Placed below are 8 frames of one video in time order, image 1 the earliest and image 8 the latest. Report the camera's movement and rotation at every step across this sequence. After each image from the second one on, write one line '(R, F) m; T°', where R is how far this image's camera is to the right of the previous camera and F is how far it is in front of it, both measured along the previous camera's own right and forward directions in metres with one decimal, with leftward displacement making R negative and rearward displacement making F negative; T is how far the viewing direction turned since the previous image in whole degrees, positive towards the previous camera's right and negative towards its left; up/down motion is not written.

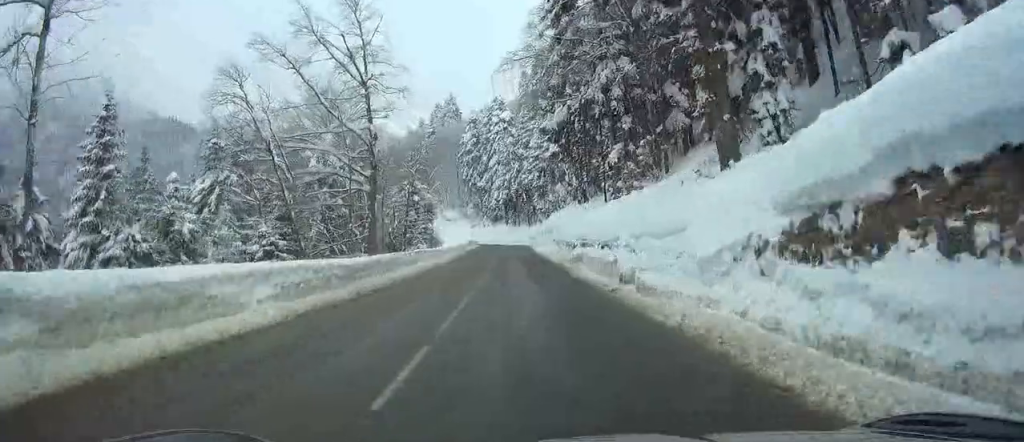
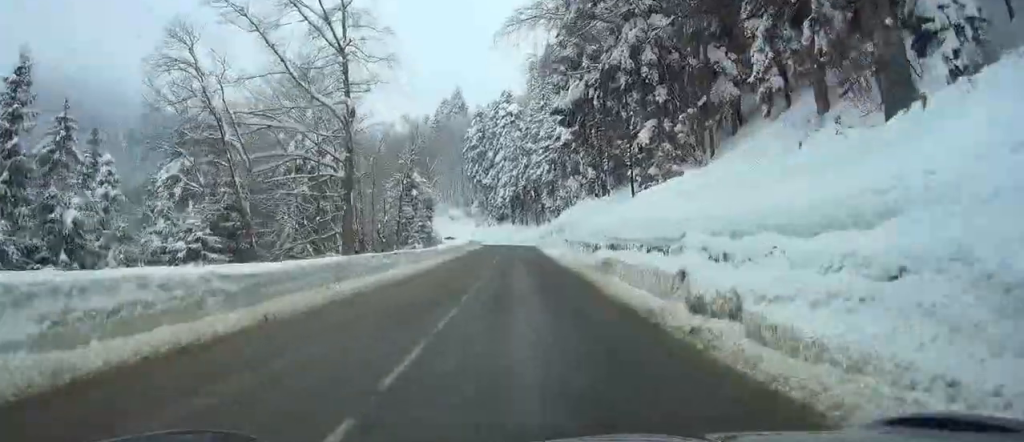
(0.0, +6.7) m; -1°
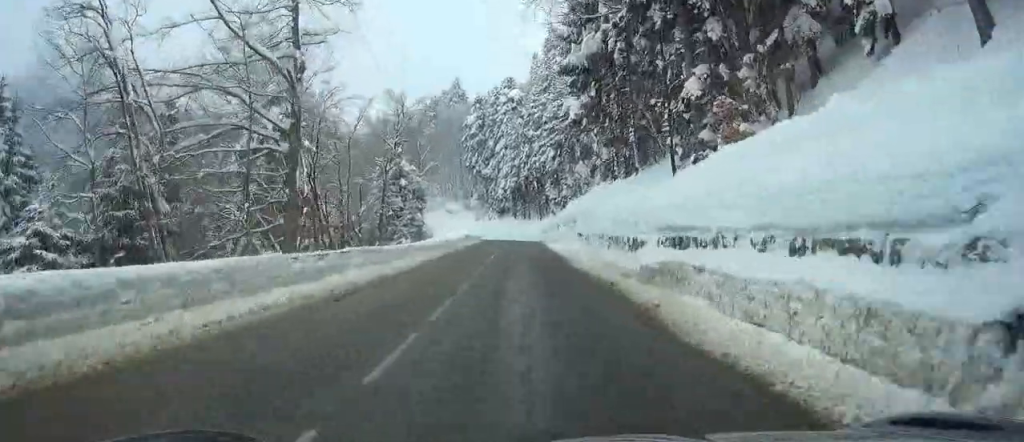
(-0.1, +9.1) m; 0°
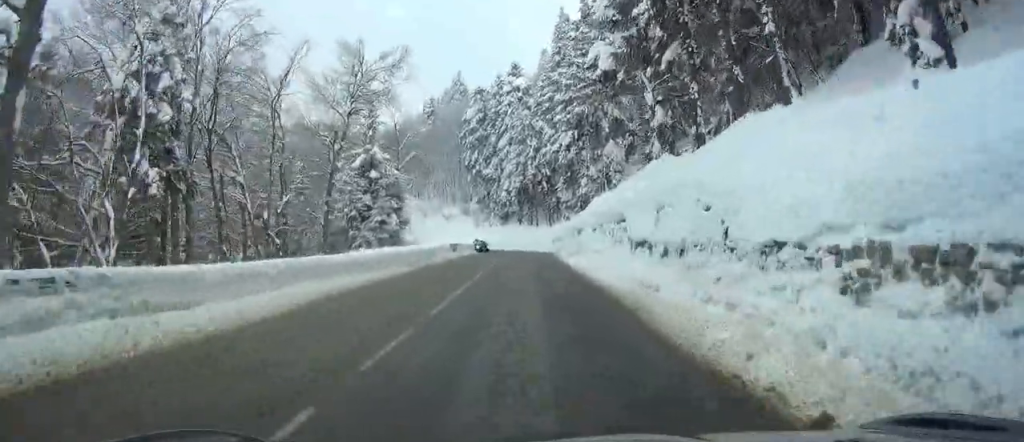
(0.0, +15.2) m; 0°
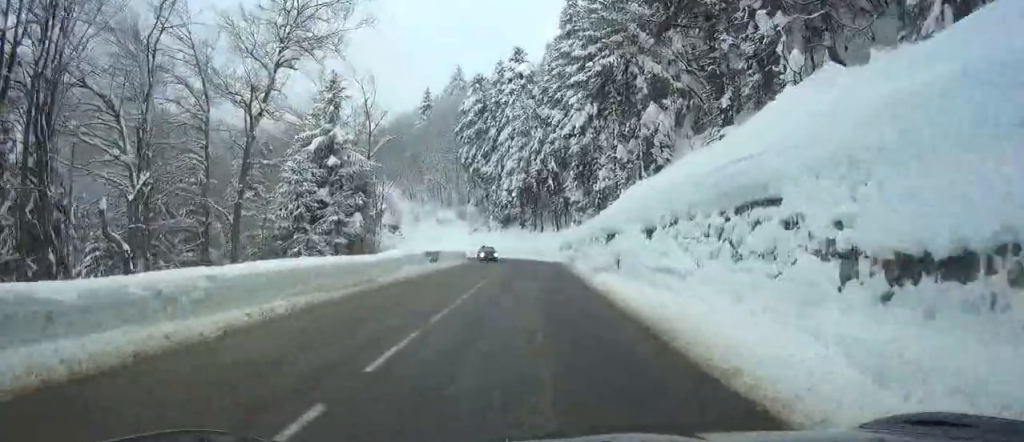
(0.0, +12.1) m; 0°
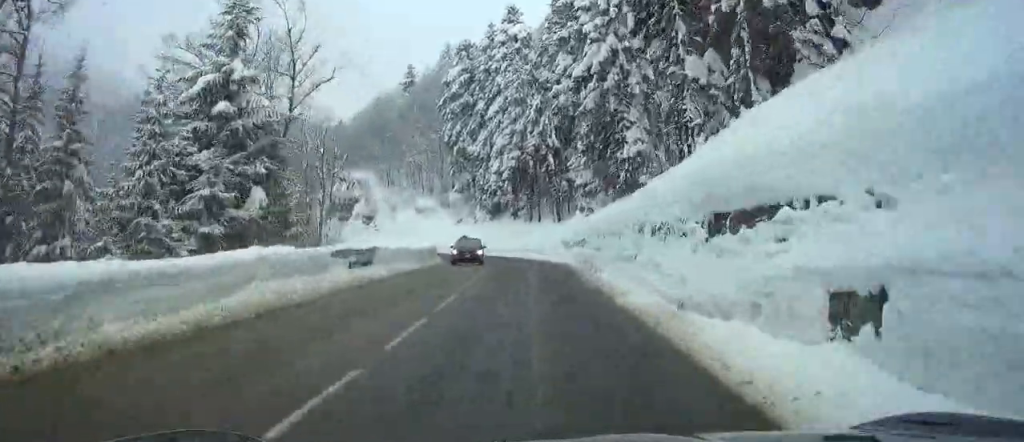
(0.0, +15.4) m; 0°
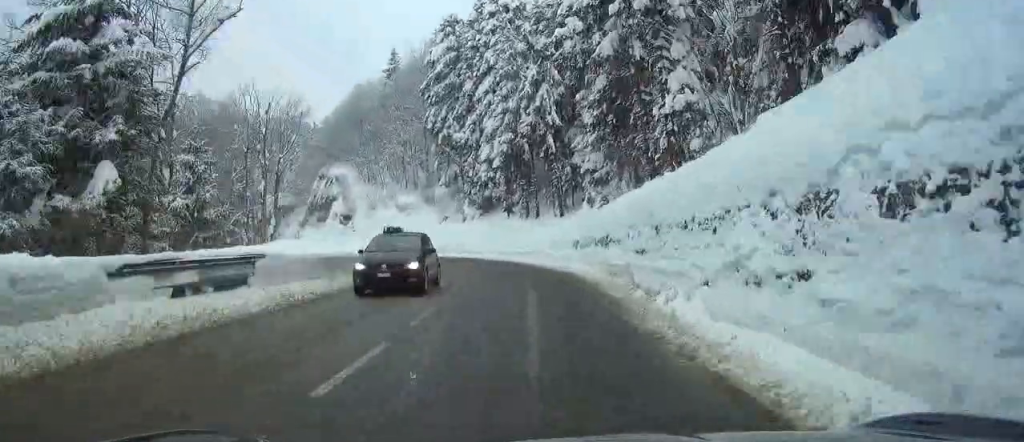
(+0.1, +10.3) m; 0°
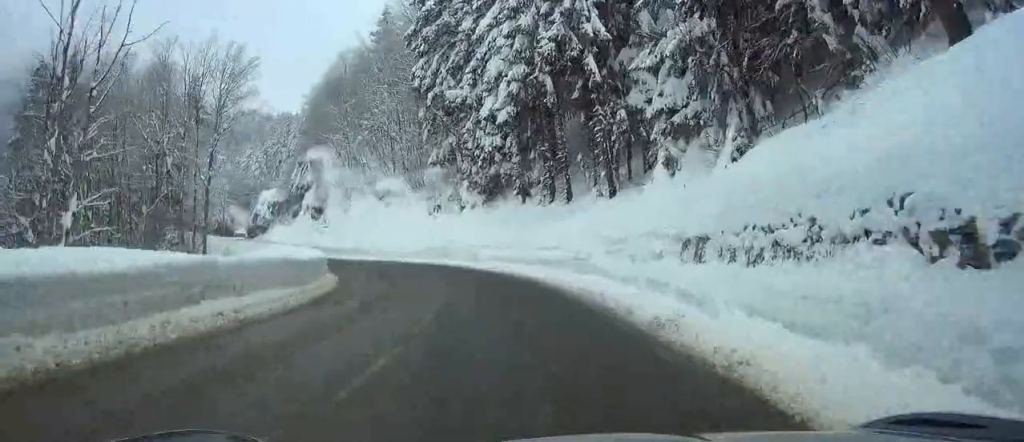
(-0.5, +21.6) m; -5°
